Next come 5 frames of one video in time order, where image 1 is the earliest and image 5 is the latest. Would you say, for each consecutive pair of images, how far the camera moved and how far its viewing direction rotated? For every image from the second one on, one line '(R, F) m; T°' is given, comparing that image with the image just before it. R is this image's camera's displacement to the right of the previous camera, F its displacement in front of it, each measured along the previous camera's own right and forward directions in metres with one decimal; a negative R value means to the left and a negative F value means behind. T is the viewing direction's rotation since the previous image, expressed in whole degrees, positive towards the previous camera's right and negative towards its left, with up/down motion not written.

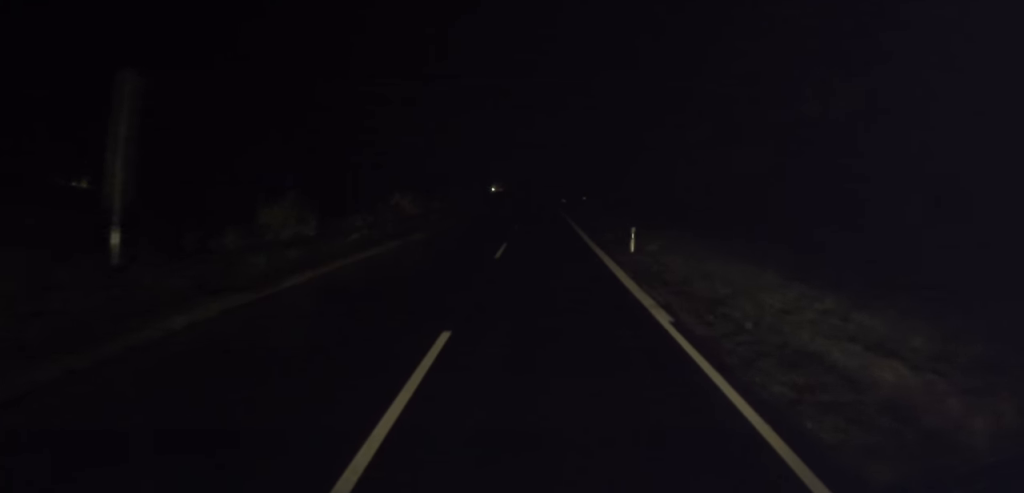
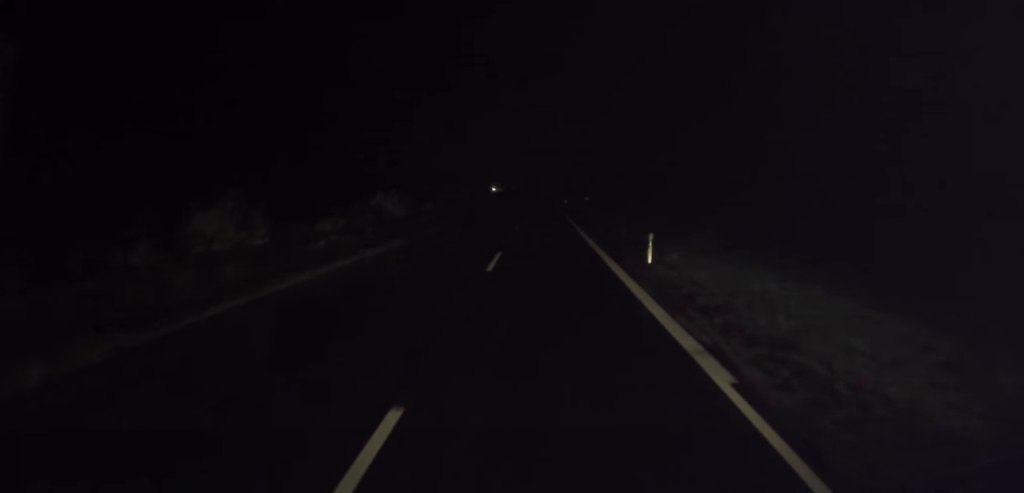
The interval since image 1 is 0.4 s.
(0.0, +3.6) m; 0°
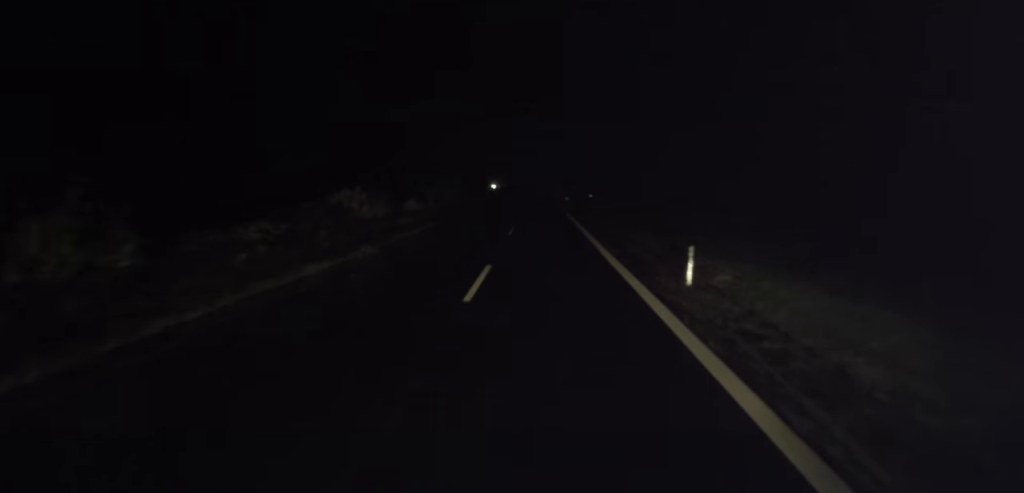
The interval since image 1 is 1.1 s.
(-0.1, +5.3) m; 0°
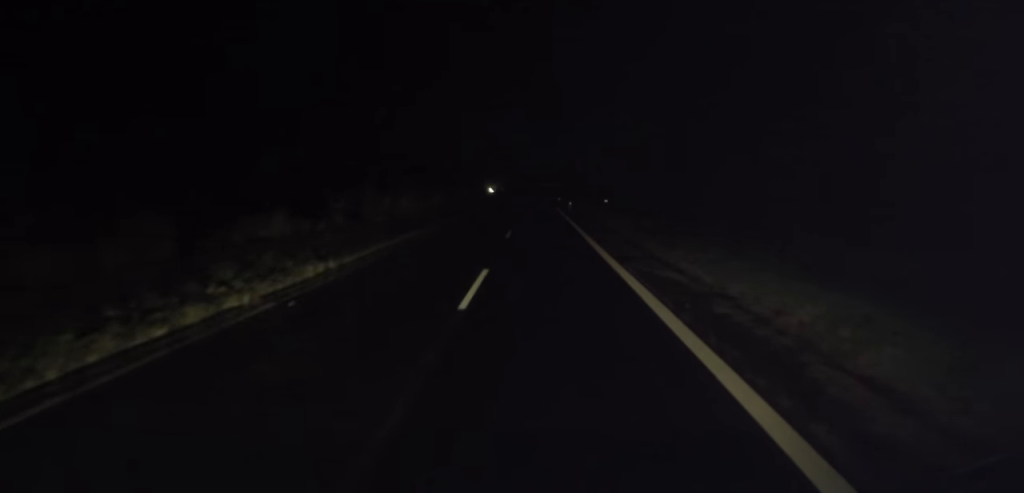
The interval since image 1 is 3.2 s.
(0.0, +18.1) m; -1°
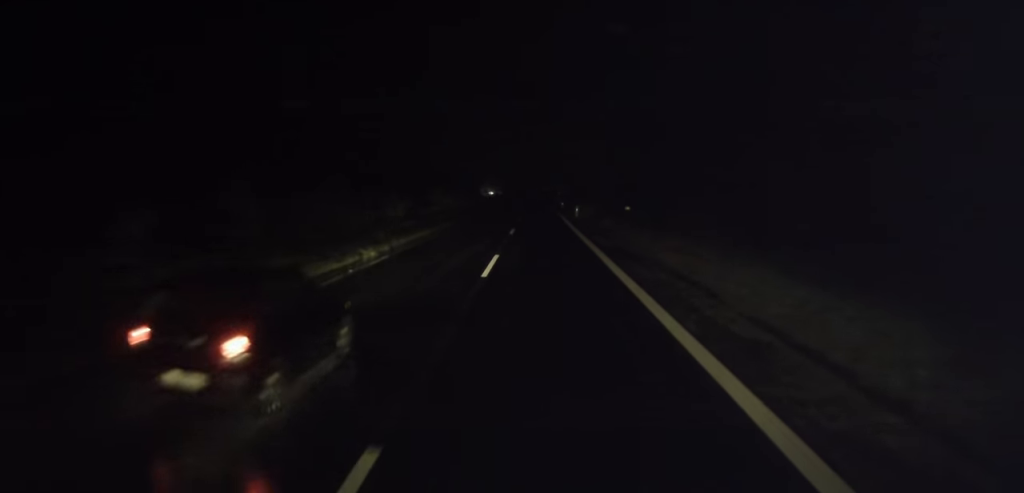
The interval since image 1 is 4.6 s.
(0.0, +12.2) m; +1°
